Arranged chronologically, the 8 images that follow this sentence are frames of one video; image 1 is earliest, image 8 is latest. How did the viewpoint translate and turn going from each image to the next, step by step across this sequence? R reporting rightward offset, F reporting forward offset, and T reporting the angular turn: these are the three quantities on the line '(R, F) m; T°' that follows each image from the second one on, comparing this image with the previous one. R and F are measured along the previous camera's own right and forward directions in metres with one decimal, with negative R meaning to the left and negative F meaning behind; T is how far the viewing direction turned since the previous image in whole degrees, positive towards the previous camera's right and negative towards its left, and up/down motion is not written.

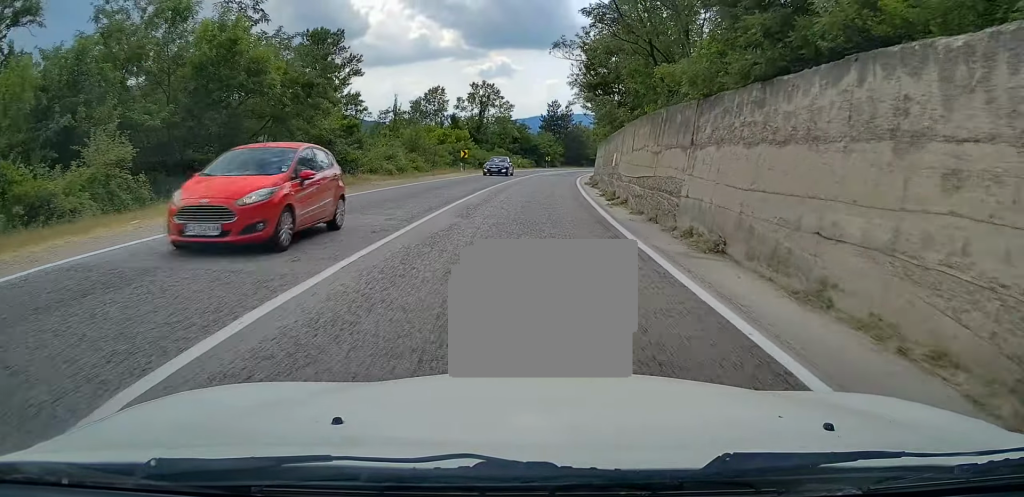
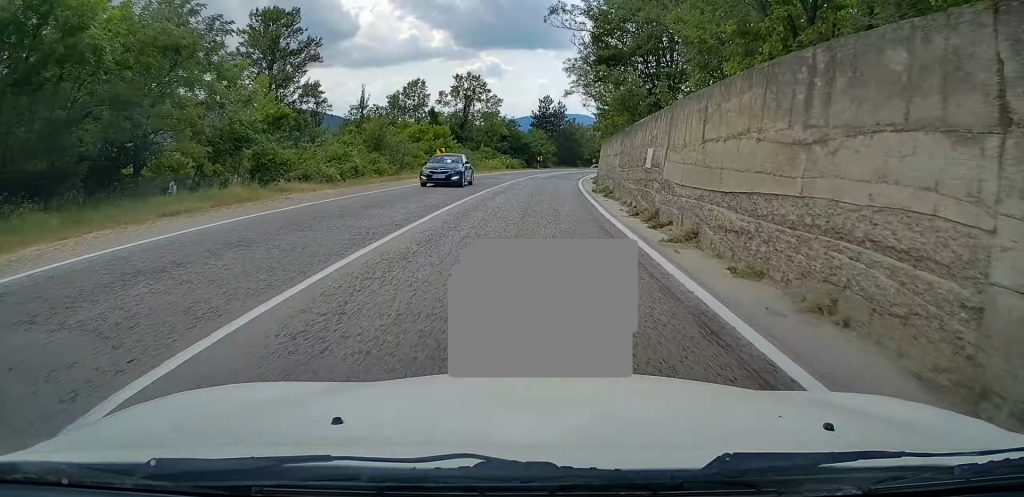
(+0.1, +9.3) m; +1°
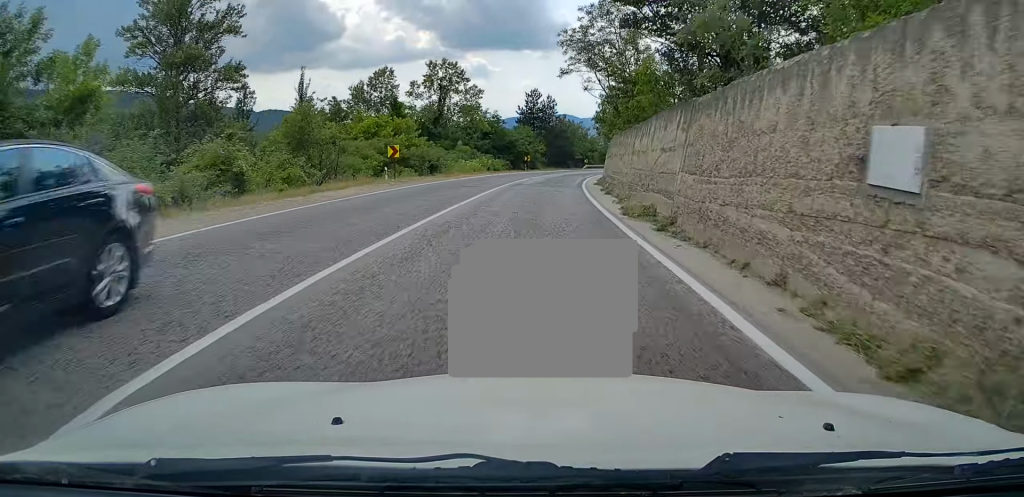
(+0.2, +12.2) m; +2°
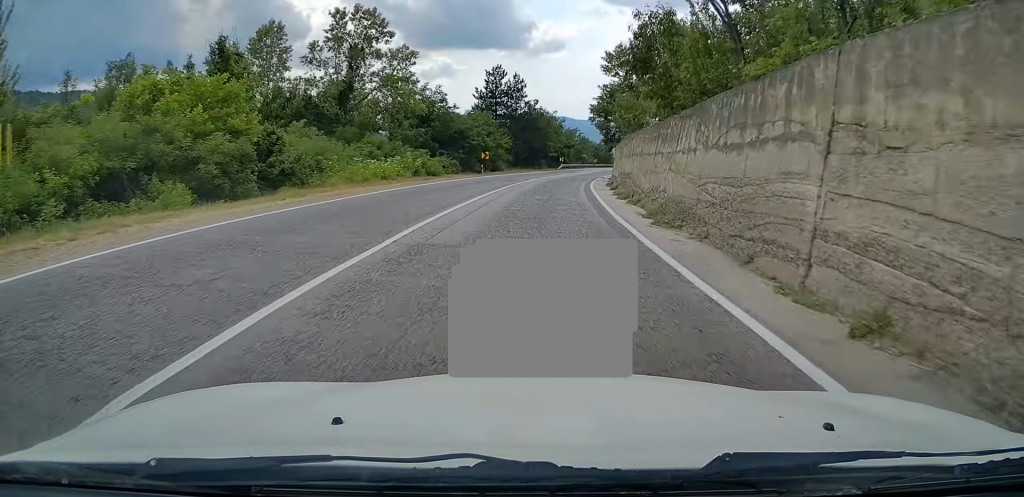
(+0.7, +25.9) m; +2°
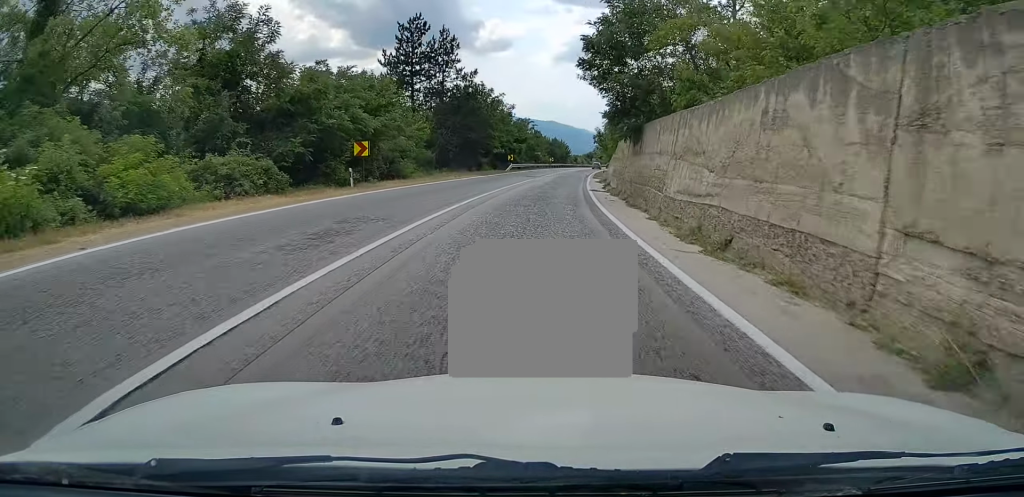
(+0.3, +29.0) m; +4°
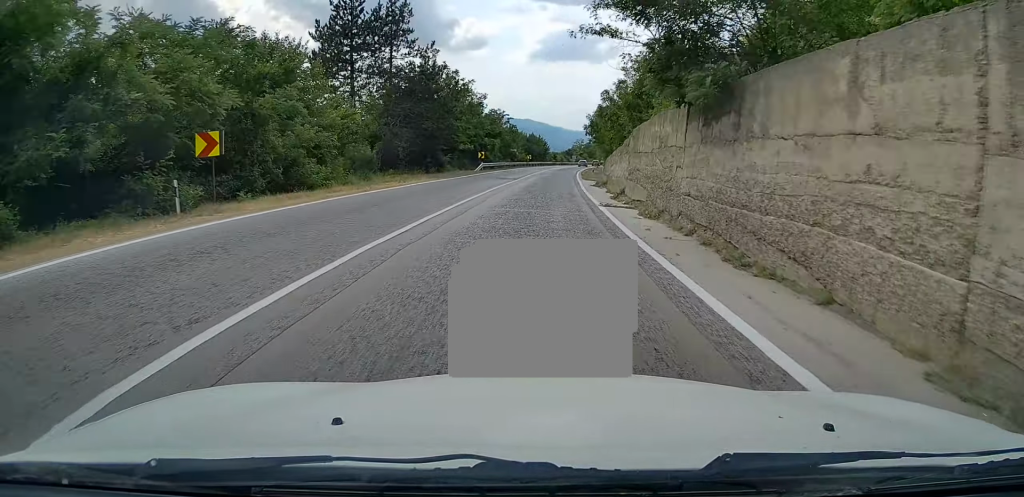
(+0.7, +12.4) m; +2°
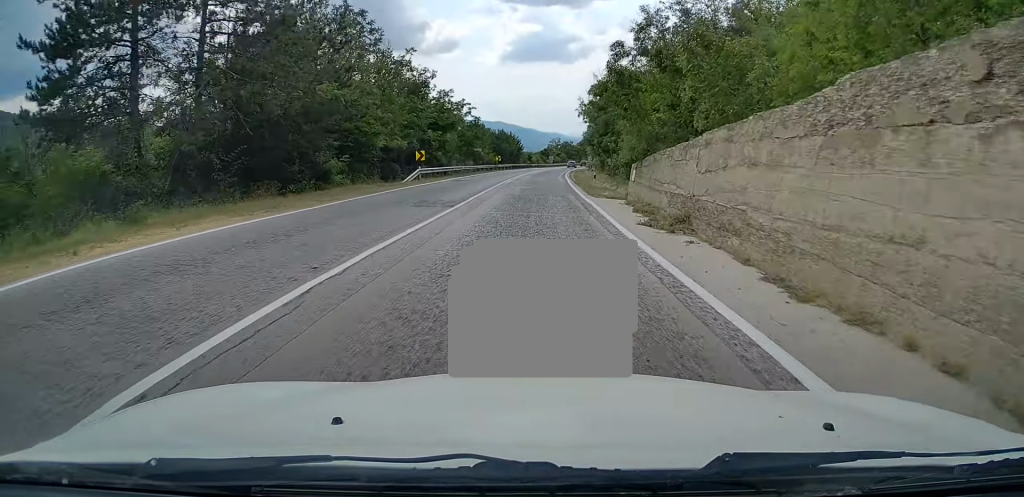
(+0.7, +22.7) m; +3°
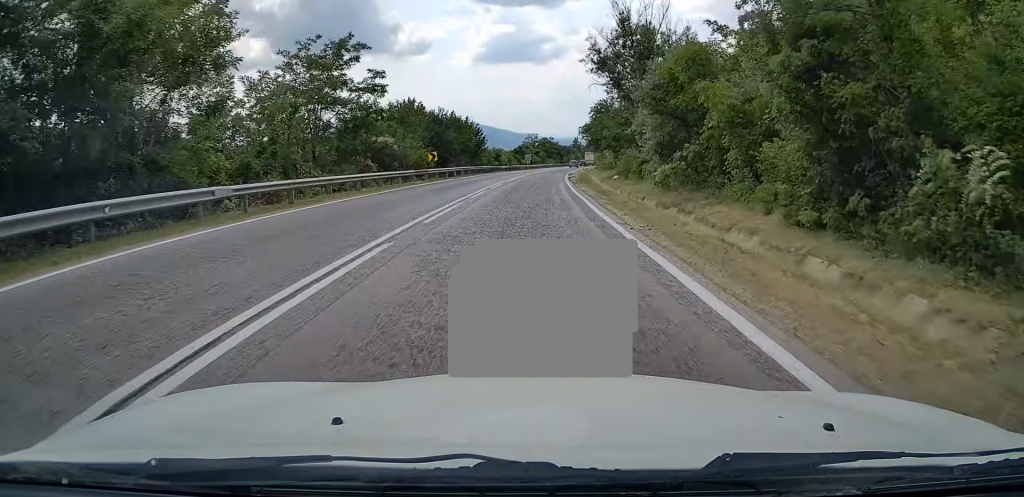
(+1.3, +41.4) m; +3°
